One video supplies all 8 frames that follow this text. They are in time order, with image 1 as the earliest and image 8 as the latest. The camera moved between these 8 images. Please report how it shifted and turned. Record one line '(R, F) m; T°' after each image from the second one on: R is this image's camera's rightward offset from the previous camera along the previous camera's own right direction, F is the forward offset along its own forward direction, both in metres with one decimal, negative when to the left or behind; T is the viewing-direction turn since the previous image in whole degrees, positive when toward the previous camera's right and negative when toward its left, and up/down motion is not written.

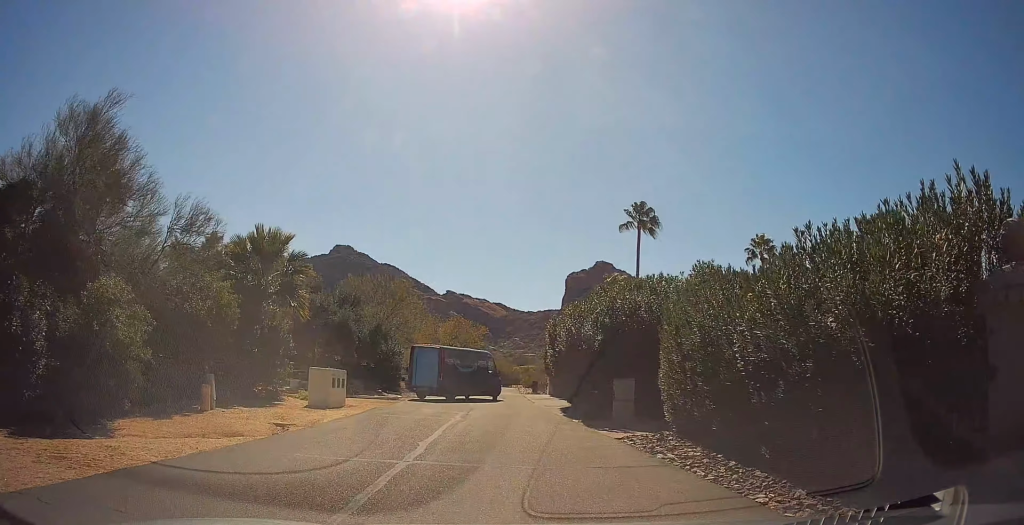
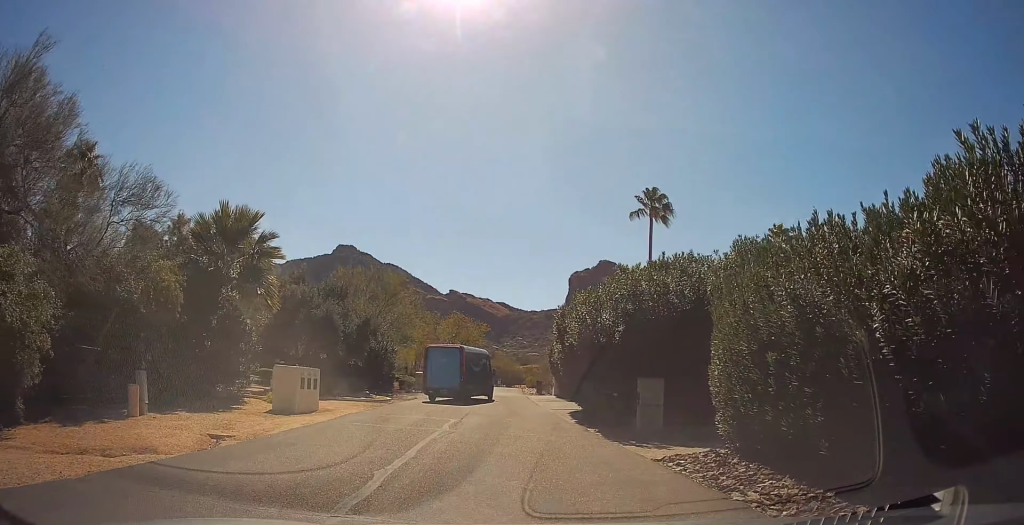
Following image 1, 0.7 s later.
(-0.2, +3.7) m; -3°
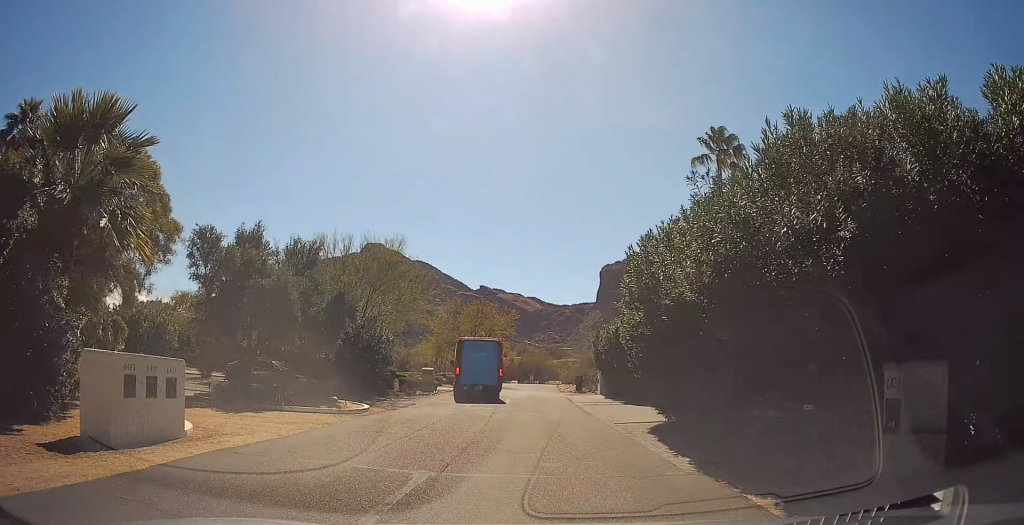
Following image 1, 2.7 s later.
(0.0, +10.7) m; 0°
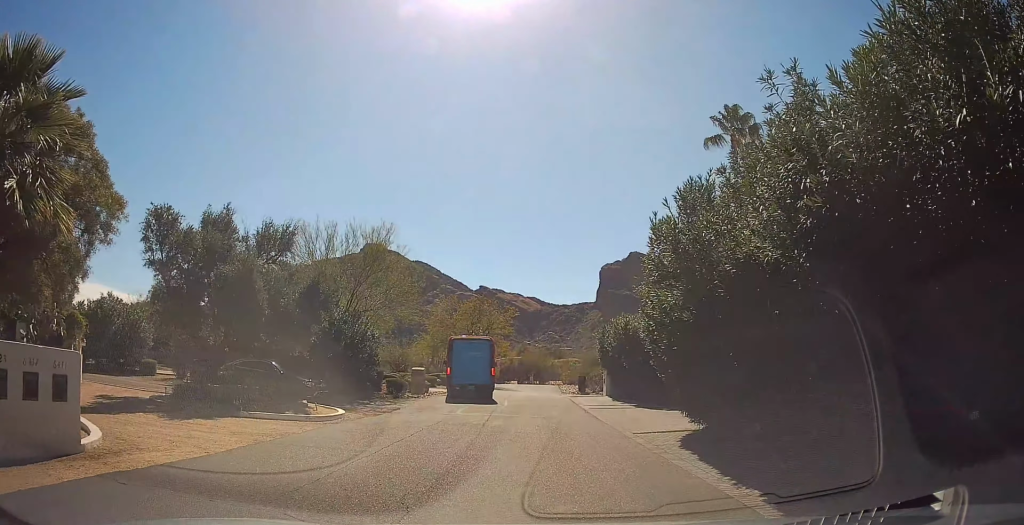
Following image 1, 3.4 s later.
(0.0, +3.2) m; 0°
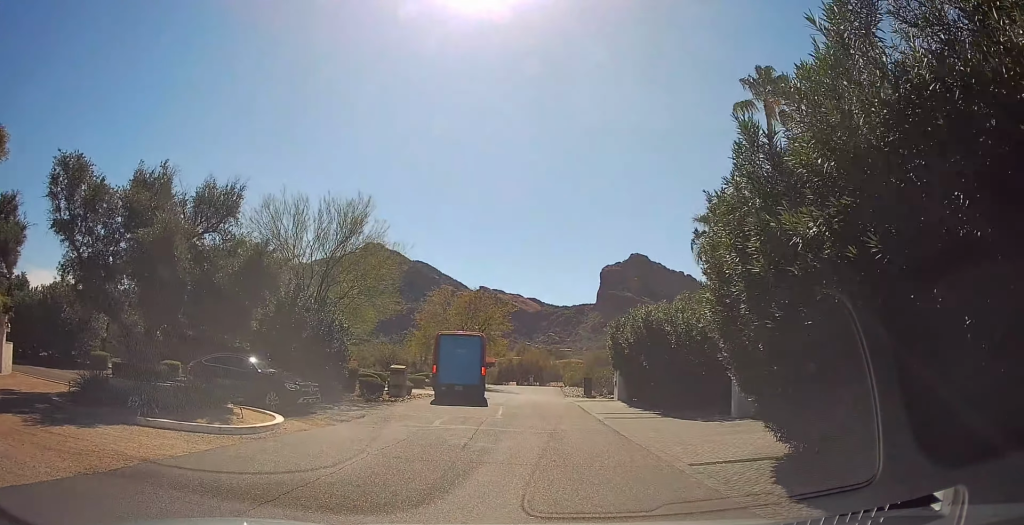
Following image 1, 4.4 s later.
(0.0, +5.2) m; -4°
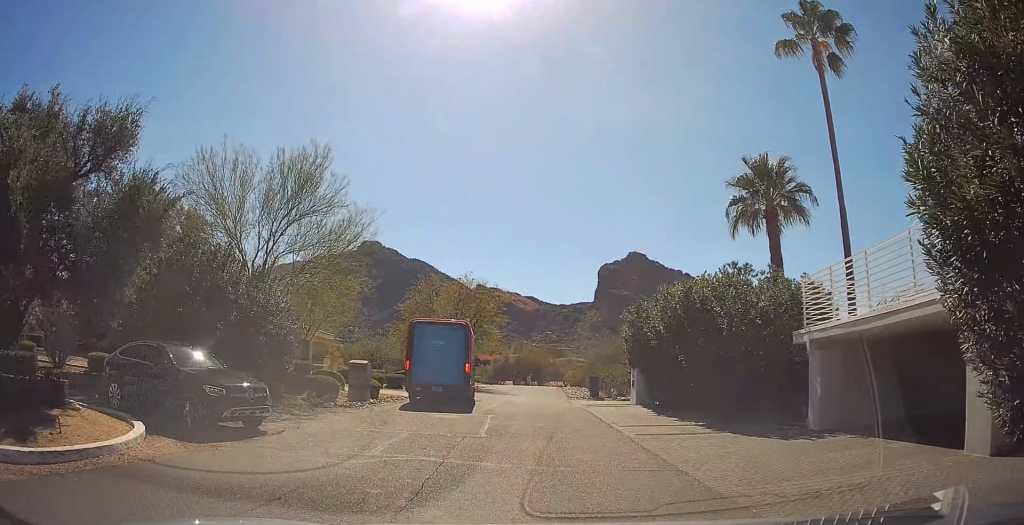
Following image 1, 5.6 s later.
(-0.4, +5.9) m; -2°
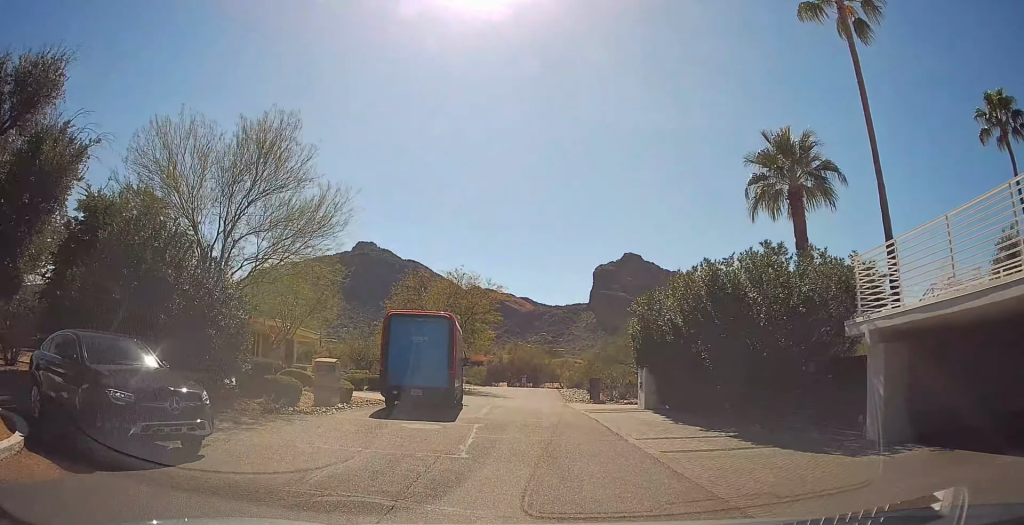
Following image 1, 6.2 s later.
(+0.2, +2.8) m; +2°
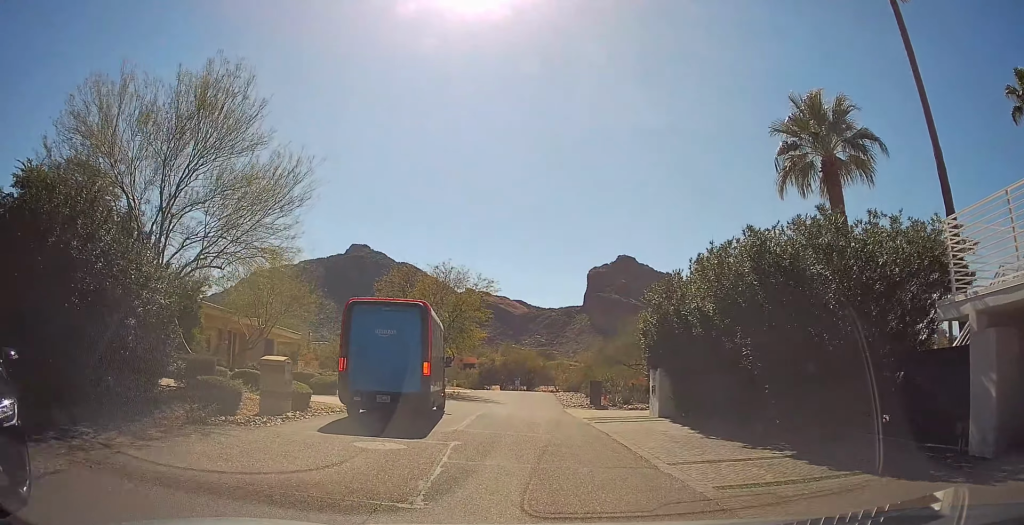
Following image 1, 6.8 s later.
(+0.2, +3.2) m; +3°
